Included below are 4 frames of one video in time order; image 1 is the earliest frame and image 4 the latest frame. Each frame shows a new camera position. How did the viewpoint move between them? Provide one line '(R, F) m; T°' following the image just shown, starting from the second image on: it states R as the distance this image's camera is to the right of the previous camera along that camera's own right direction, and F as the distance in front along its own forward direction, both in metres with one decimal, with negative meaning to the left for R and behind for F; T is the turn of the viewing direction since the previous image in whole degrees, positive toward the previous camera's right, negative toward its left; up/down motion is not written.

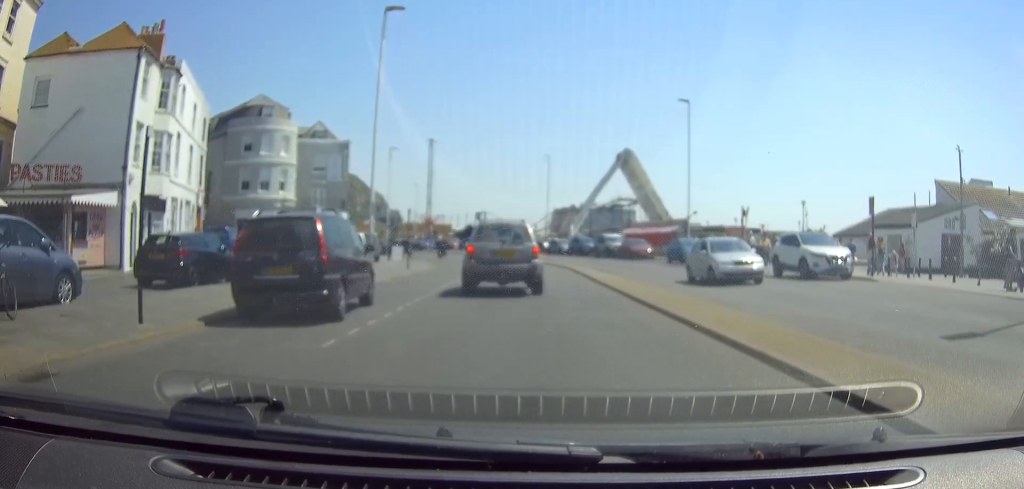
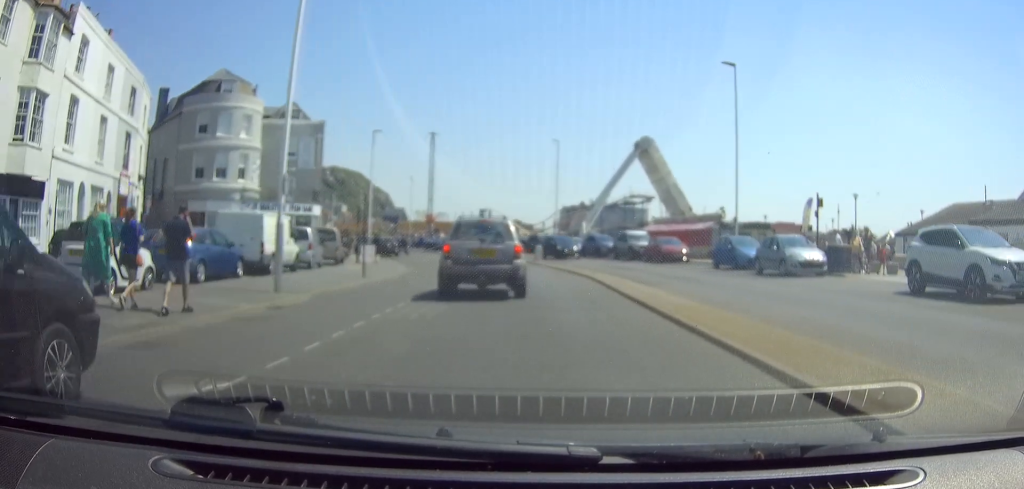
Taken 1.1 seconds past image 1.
(-0.4, +9.1) m; -3°
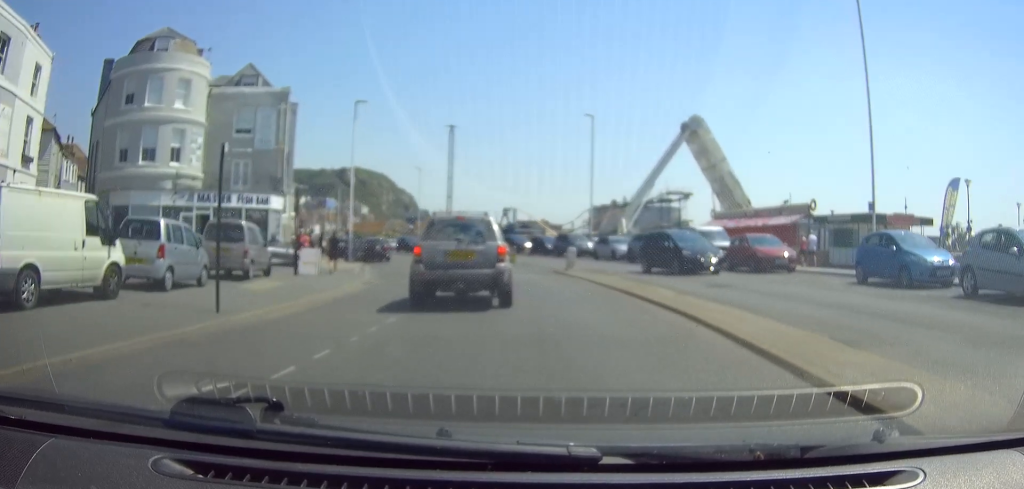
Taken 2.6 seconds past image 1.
(-0.1, +12.2) m; -1°
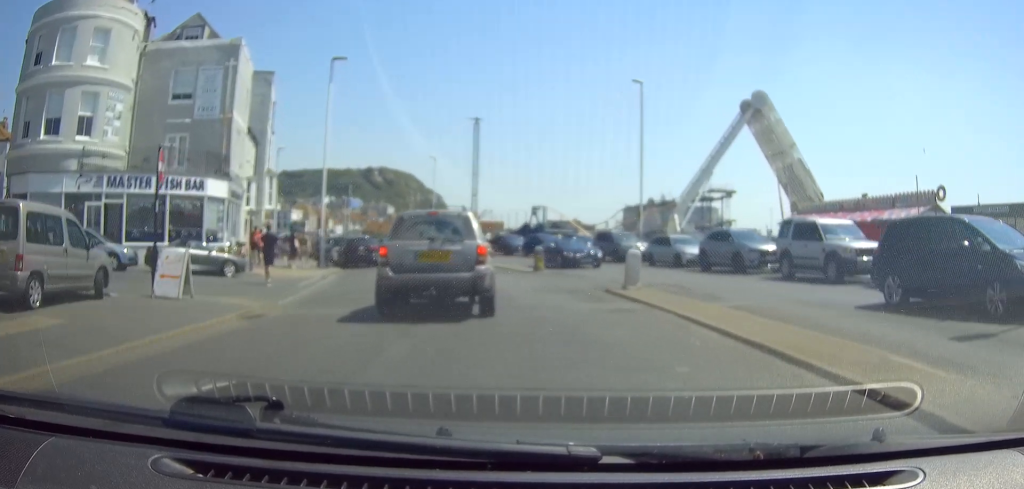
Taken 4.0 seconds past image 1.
(0.0, +10.5) m; 0°
